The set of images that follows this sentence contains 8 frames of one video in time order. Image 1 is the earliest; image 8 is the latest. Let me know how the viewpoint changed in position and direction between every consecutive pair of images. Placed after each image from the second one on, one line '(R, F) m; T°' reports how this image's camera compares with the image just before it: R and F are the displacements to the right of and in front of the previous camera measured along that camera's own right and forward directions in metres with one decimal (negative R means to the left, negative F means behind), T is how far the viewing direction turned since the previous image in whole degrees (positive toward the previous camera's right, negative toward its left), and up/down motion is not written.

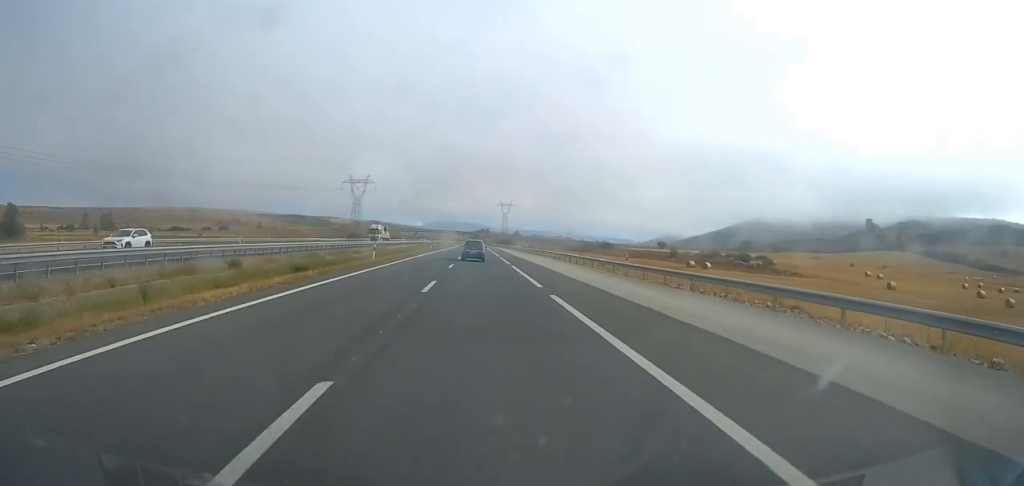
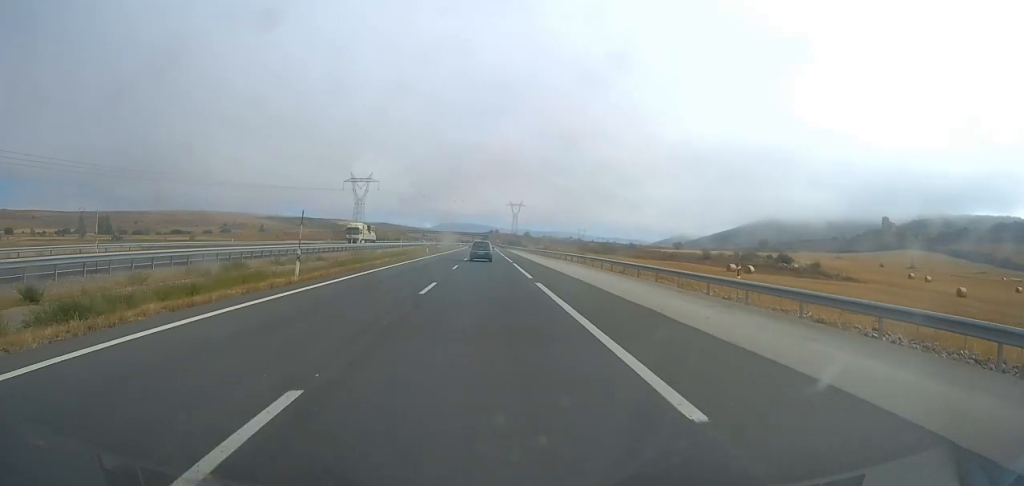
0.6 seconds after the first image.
(0.0, +17.7) m; -1°
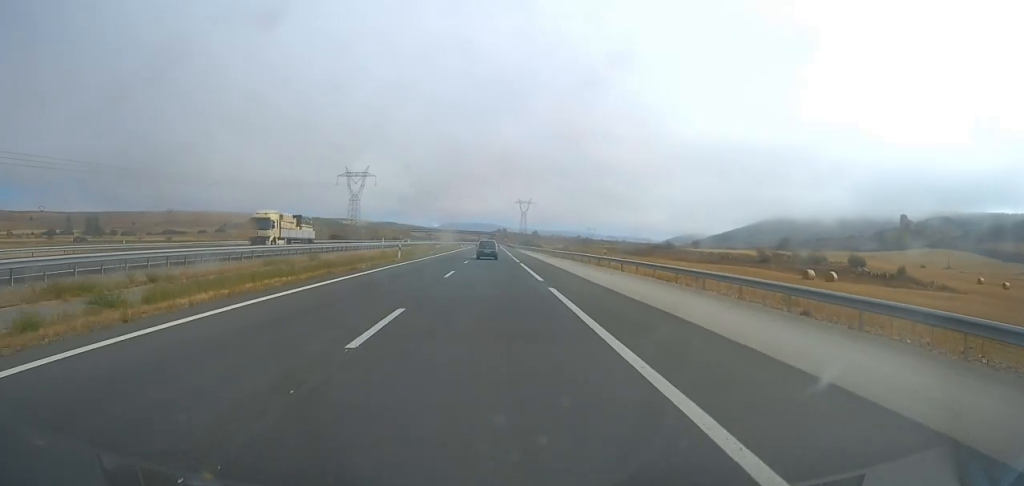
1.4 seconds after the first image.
(-0.5, +26.9) m; -1°
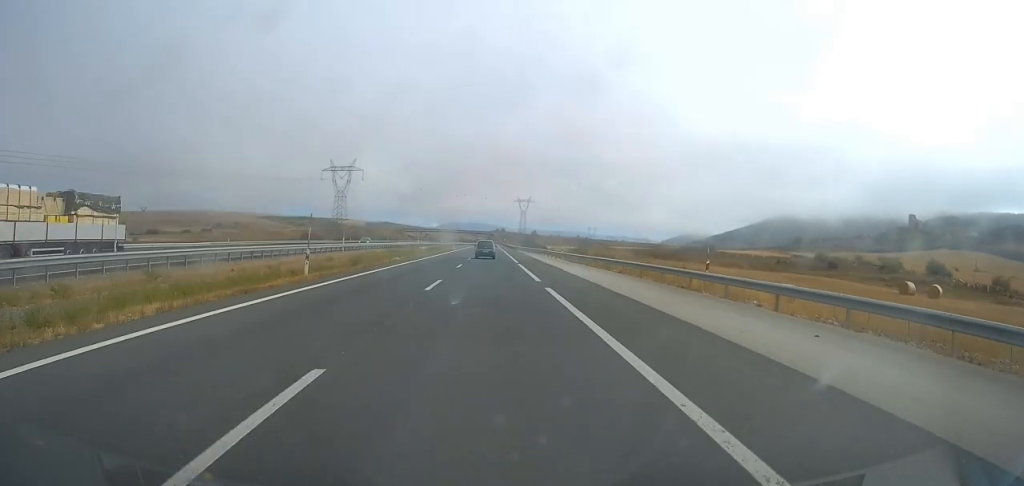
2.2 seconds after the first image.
(0.0, +23.6) m; 0°
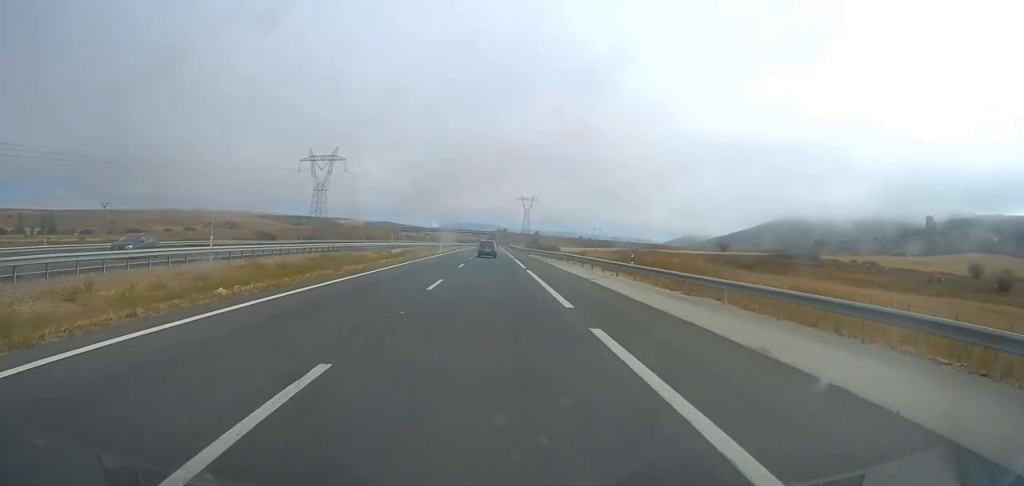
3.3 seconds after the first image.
(-0.1, +33.8) m; 0°
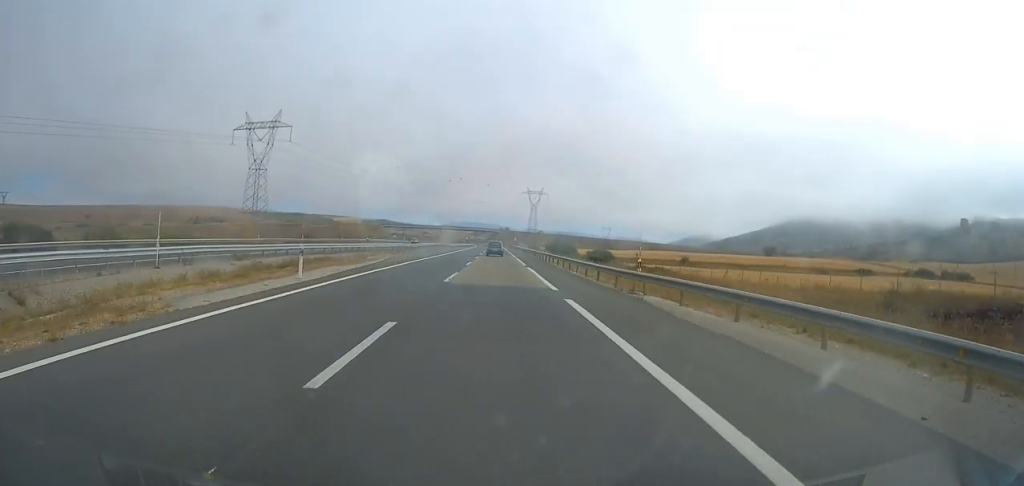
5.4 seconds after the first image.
(-0.3, +65.1) m; 0°
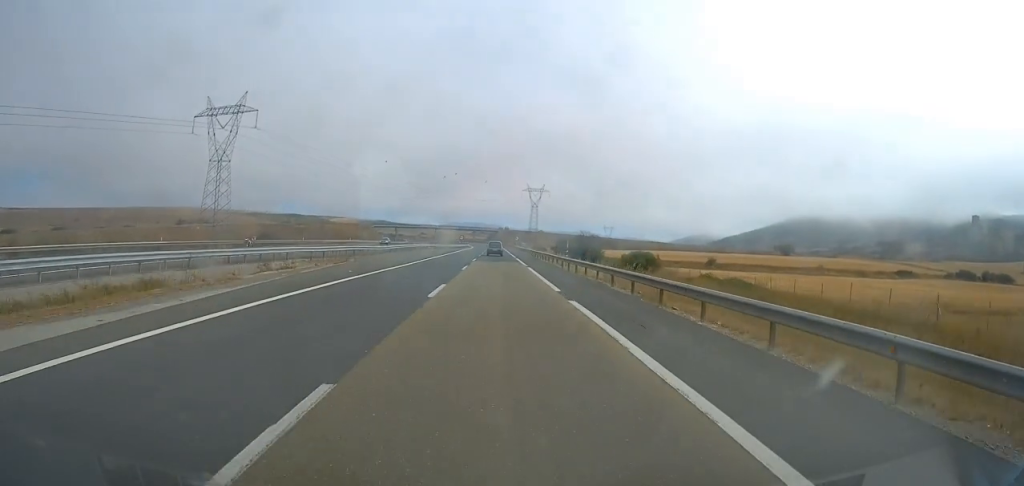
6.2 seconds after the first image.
(0.0, +23.9) m; 0°
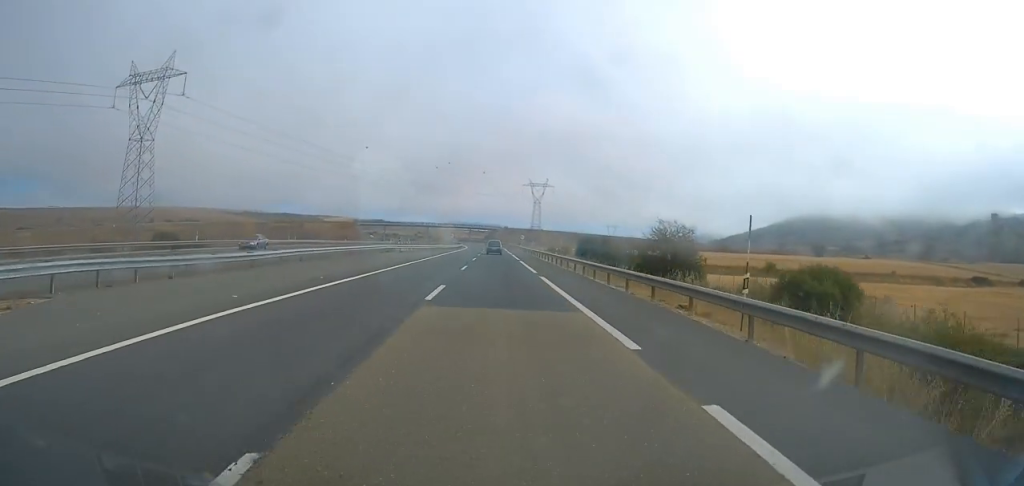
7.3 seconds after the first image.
(0.0, +35.4) m; 0°
